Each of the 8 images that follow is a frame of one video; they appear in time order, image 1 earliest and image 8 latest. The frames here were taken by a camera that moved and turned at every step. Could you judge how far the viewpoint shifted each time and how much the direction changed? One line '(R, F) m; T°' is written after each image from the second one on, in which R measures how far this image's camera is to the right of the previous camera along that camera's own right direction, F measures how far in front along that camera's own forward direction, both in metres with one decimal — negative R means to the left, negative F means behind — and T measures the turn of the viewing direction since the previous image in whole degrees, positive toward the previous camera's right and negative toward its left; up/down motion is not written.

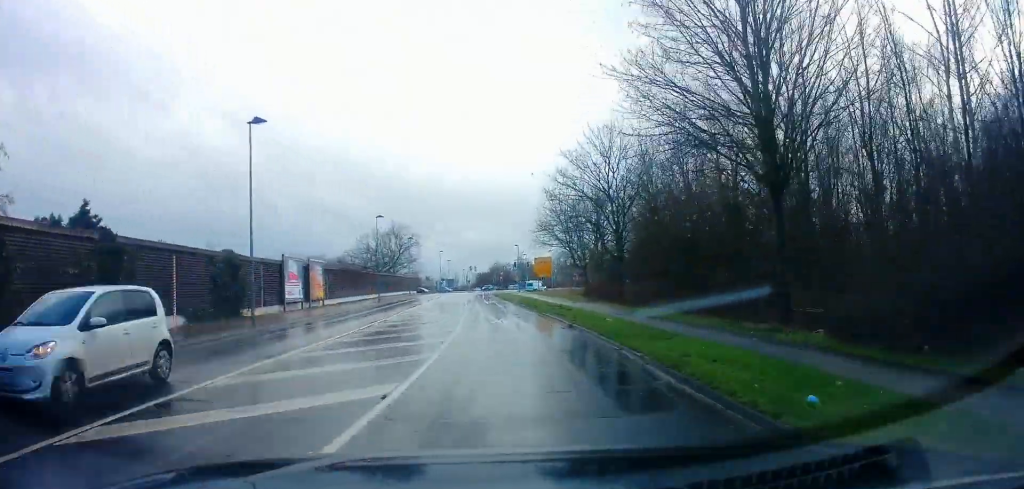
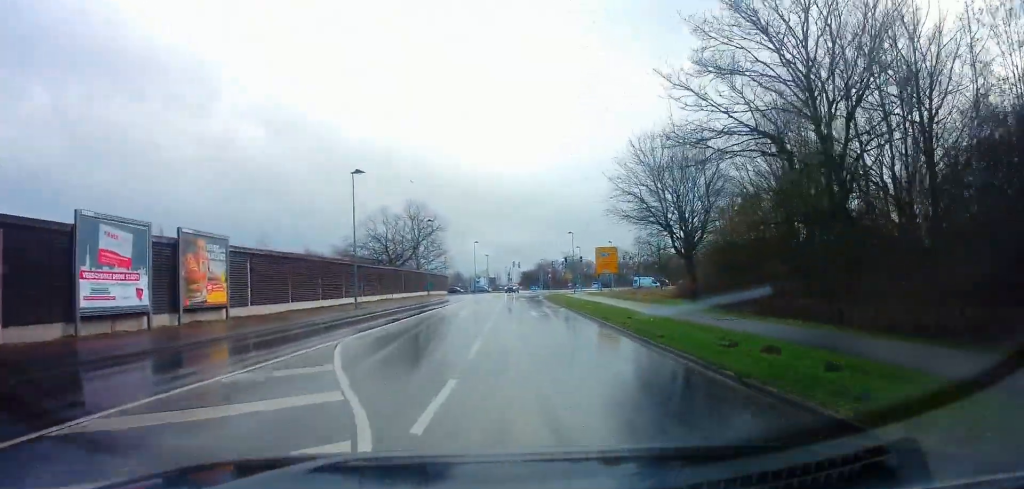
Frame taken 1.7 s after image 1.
(-0.8, +20.3) m; -4°
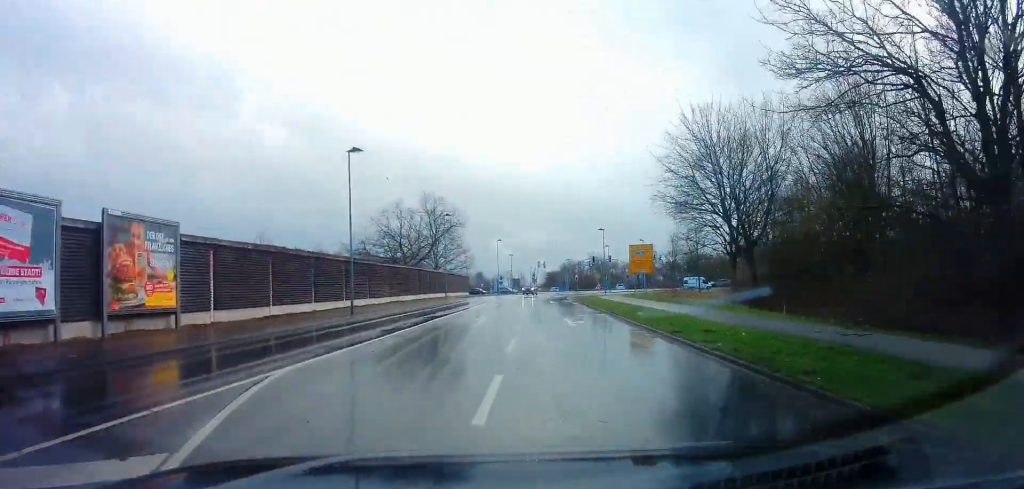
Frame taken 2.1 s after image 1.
(+0.1, +5.5) m; -1°
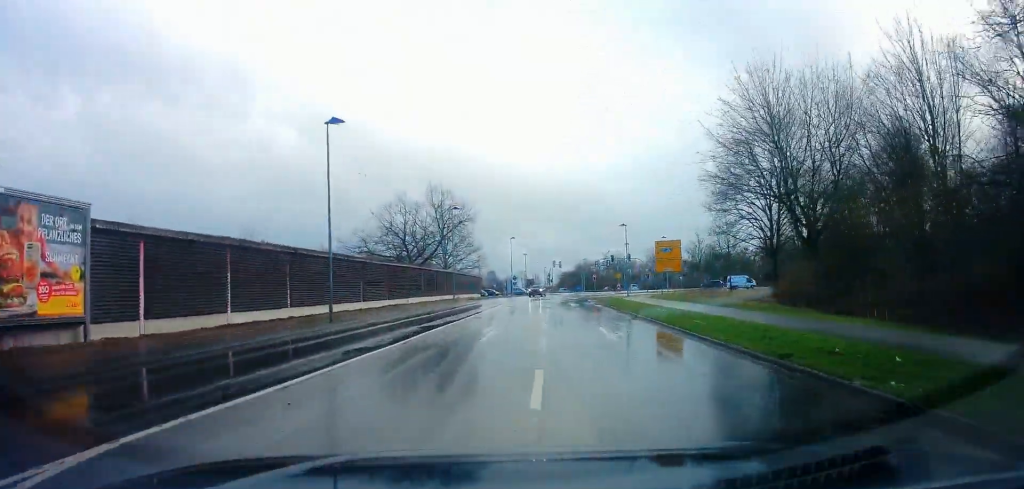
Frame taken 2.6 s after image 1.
(+0.1, +5.3) m; -1°
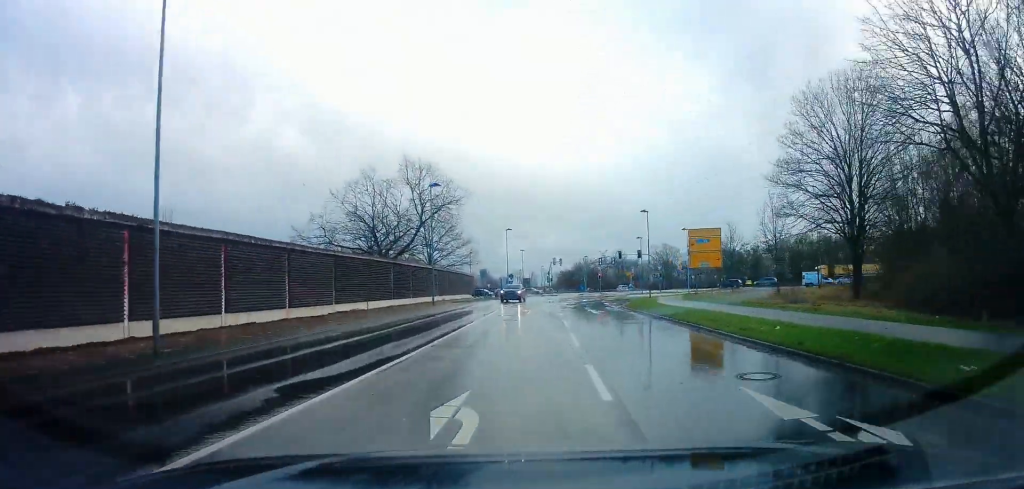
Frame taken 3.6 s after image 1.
(-0.4, +11.4) m; -2°
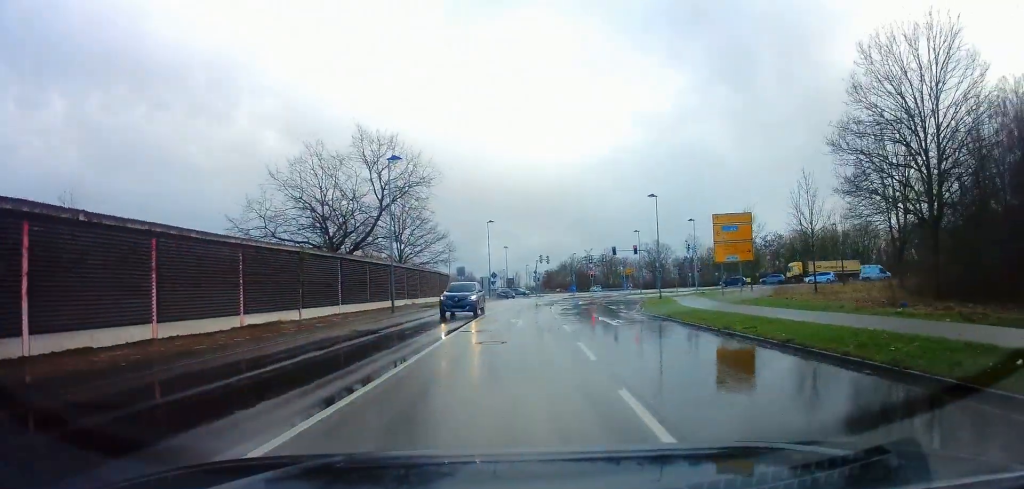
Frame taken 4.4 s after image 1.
(-0.1, +8.4) m; +3°
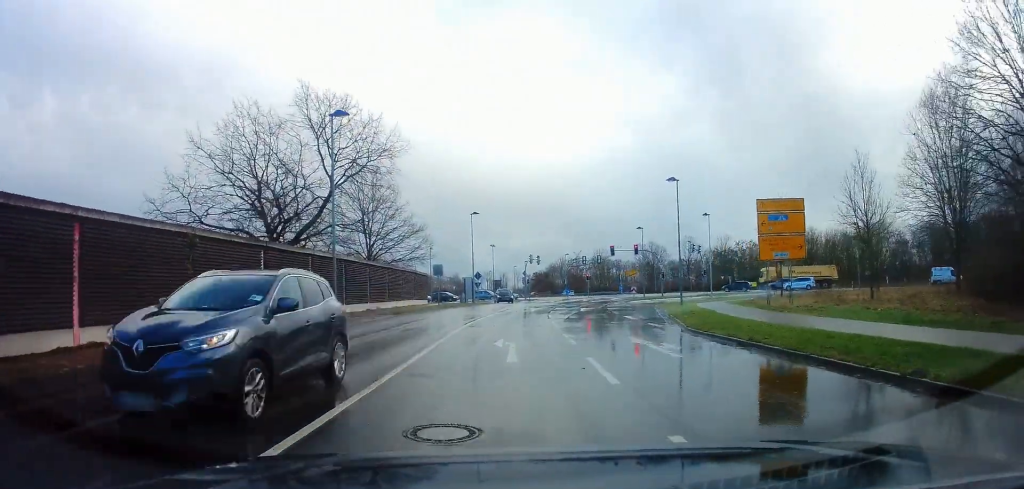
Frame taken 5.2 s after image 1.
(+0.4, +7.9) m; +1°
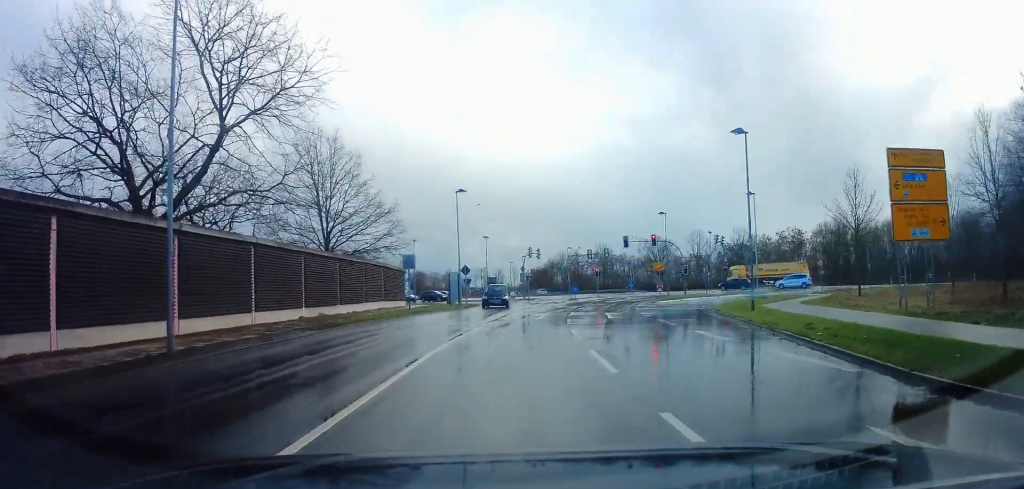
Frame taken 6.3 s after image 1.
(-0.1, +10.9) m; -1°
